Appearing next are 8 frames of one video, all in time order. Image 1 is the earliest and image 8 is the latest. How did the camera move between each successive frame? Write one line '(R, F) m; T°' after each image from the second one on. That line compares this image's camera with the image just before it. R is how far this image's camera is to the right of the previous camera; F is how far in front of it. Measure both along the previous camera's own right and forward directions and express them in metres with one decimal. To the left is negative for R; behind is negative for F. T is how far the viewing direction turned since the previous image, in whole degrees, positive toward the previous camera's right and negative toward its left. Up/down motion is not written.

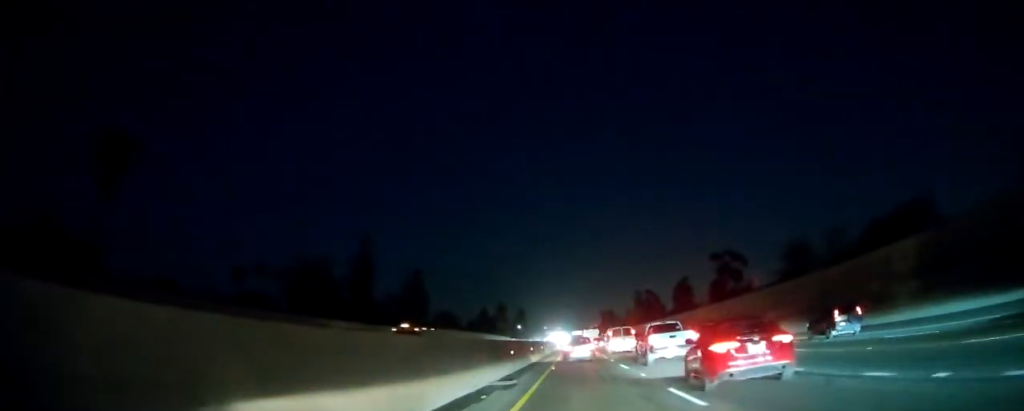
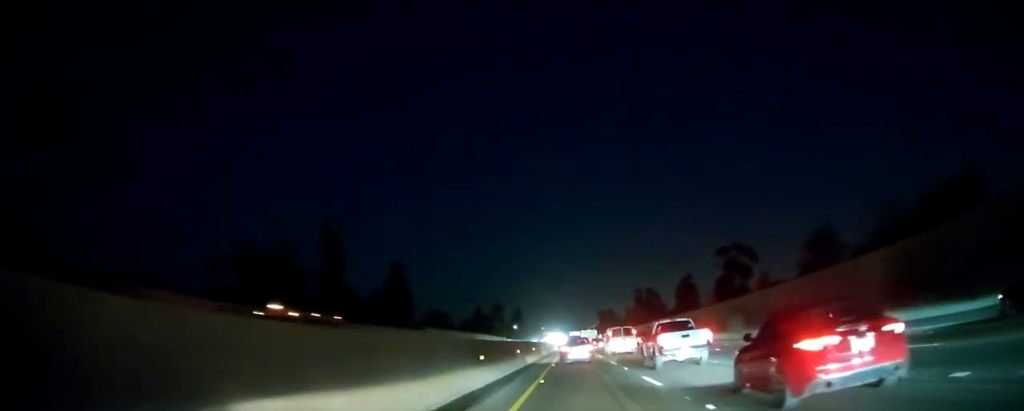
(0.0, +9.7) m; 0°
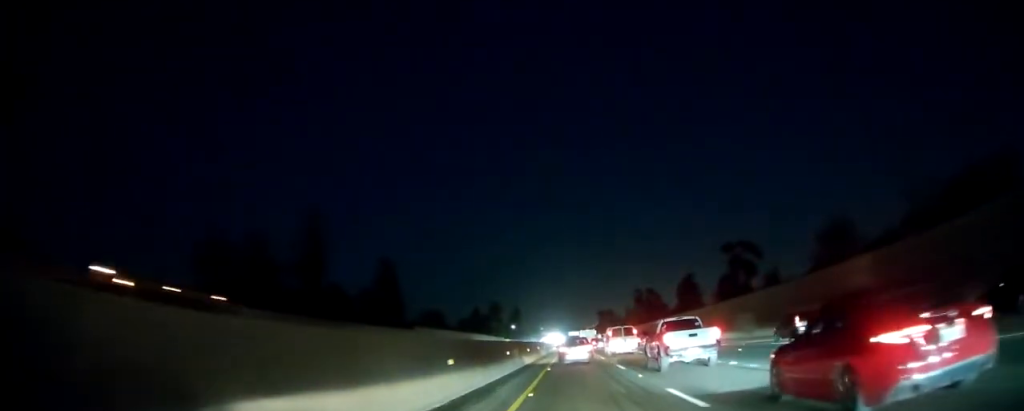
(0.0, +5.6) m; 0°
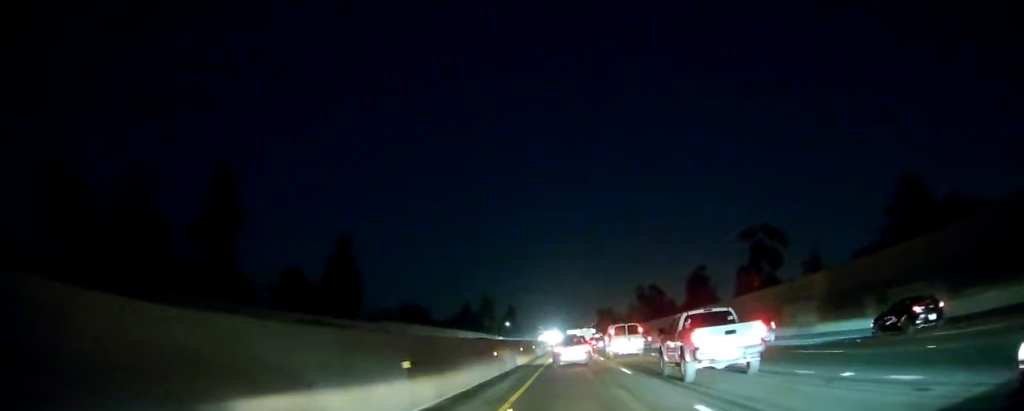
(0.0, +18.8) m; 0°
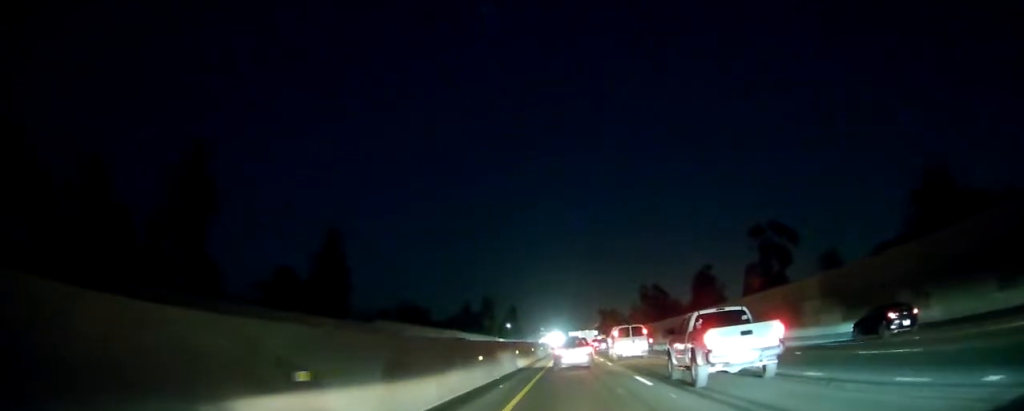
(0.0, +5.3) m; 0°
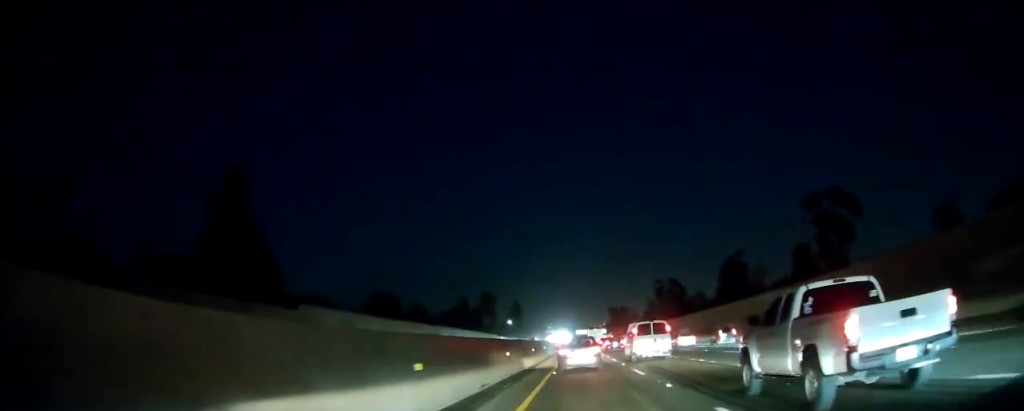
(-0.5, +25.4) m; -1°
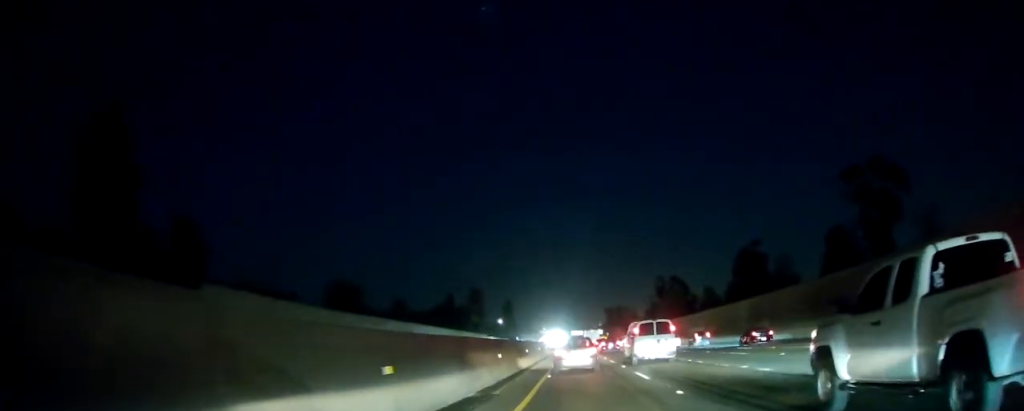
(+0.4, +16.4) m; +1°
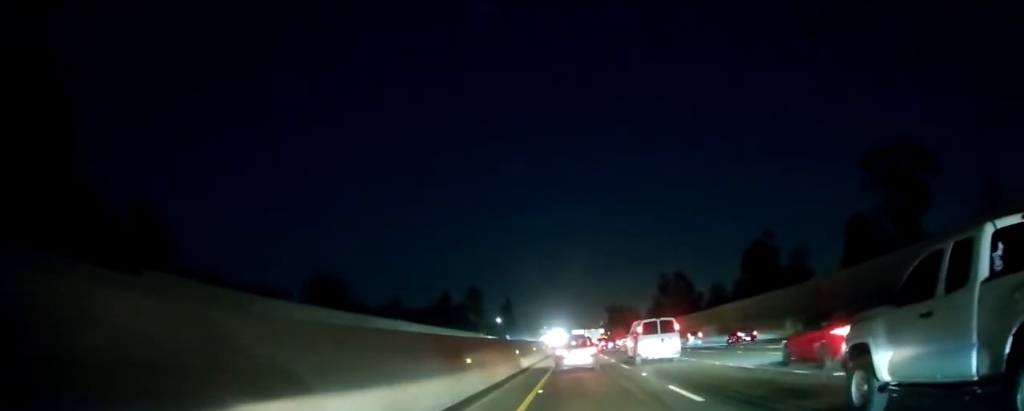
(0.0, +7.2) m; 0°
